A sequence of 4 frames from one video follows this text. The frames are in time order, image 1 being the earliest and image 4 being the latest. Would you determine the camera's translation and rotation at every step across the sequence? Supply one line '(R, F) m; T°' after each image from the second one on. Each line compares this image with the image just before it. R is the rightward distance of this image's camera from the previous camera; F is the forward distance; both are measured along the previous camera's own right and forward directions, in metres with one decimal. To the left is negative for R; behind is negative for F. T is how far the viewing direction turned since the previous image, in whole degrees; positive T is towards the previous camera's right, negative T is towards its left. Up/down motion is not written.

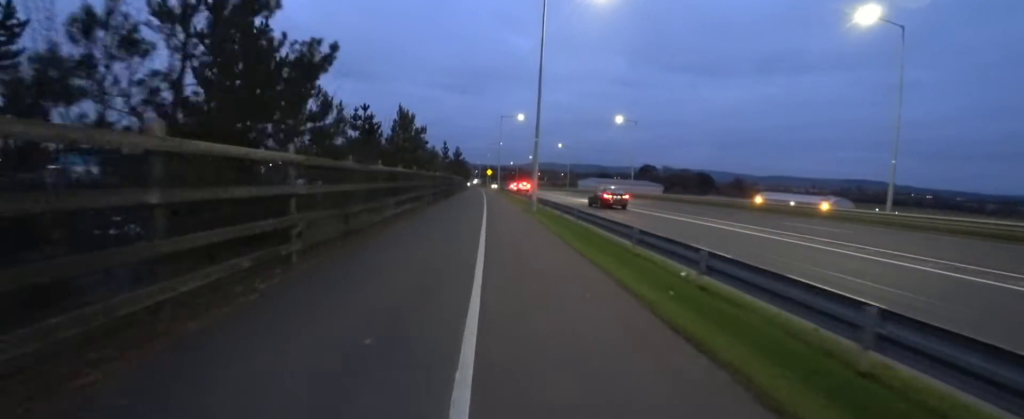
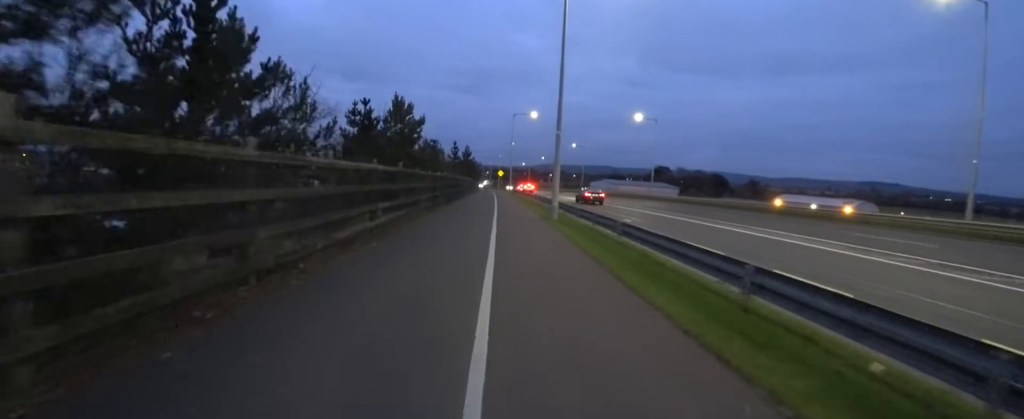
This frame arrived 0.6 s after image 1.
(-0.3, +3.3) m; -1°
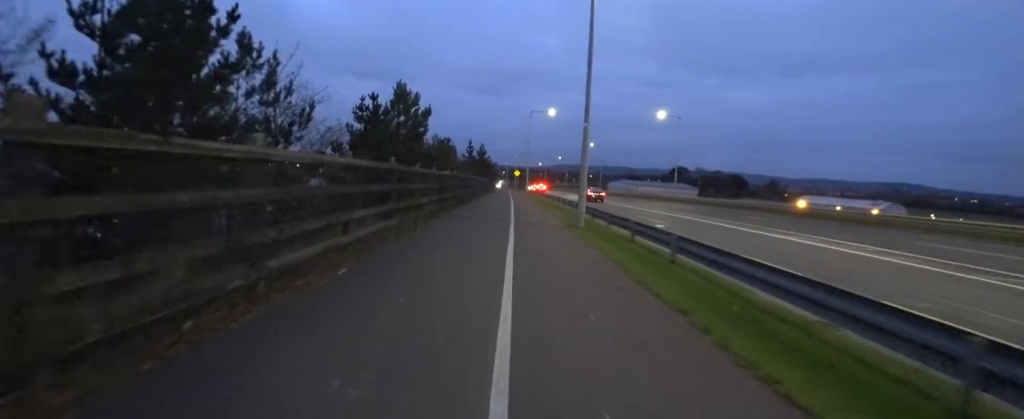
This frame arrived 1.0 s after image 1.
(+0.3, +2.2) m; +1°
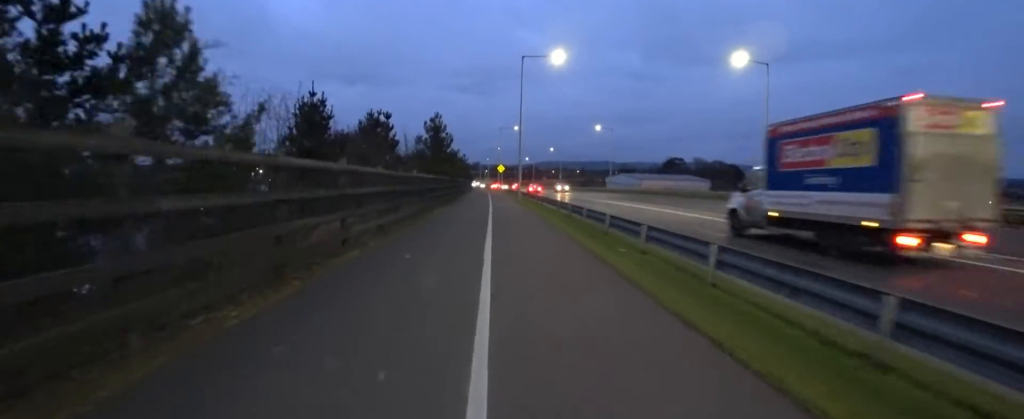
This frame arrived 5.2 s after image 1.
(-0.8, +22.5) m; +1°
